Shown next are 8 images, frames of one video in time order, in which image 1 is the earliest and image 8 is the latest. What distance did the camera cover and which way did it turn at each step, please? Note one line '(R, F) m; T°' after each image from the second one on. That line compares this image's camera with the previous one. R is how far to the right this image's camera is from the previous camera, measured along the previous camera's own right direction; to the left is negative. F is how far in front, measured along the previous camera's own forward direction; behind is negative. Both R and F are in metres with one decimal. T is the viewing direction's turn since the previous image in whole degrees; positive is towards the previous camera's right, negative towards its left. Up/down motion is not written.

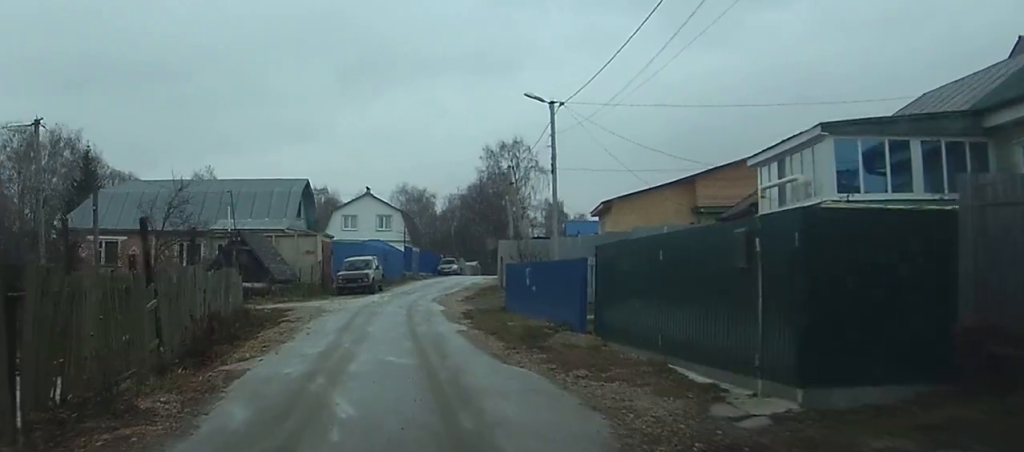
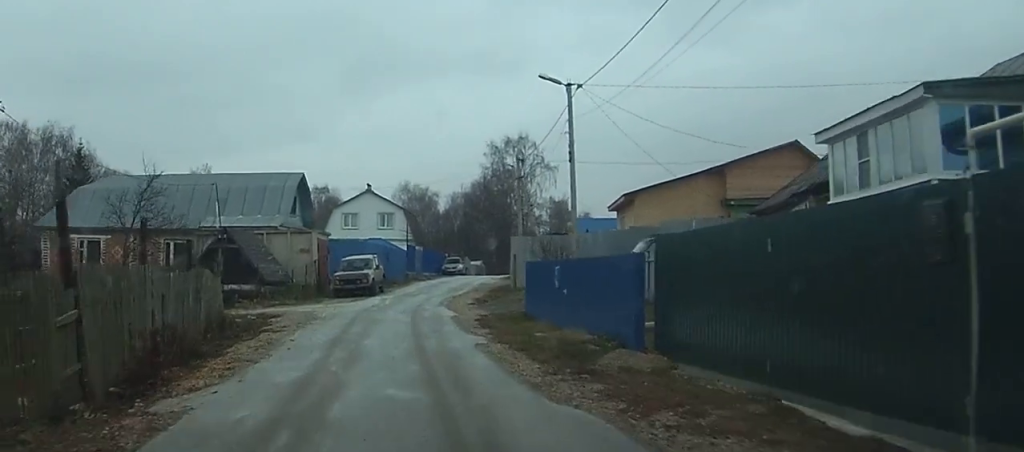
(0.0, +3.4) m; 0°
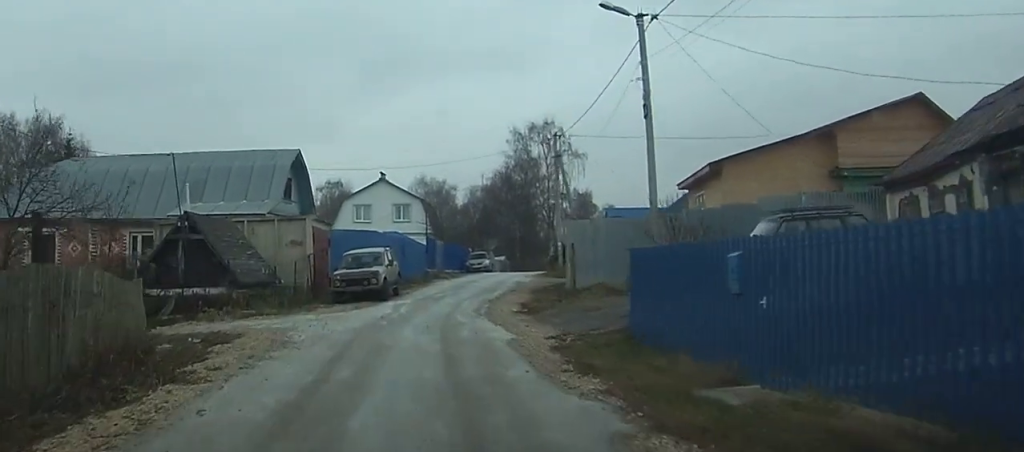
(0.0, +8.4) m; -2°
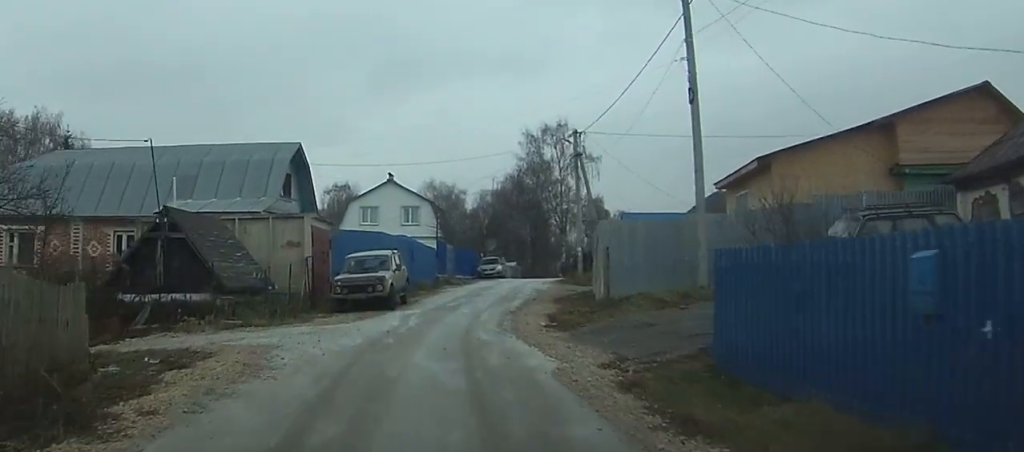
(-0.1, +3.1) m; -1°
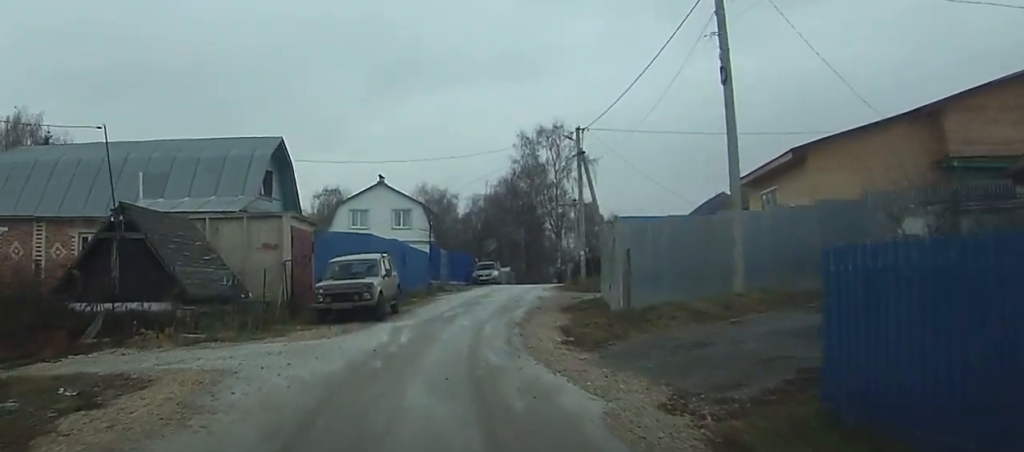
(-0.1, +2.9) m; -1°
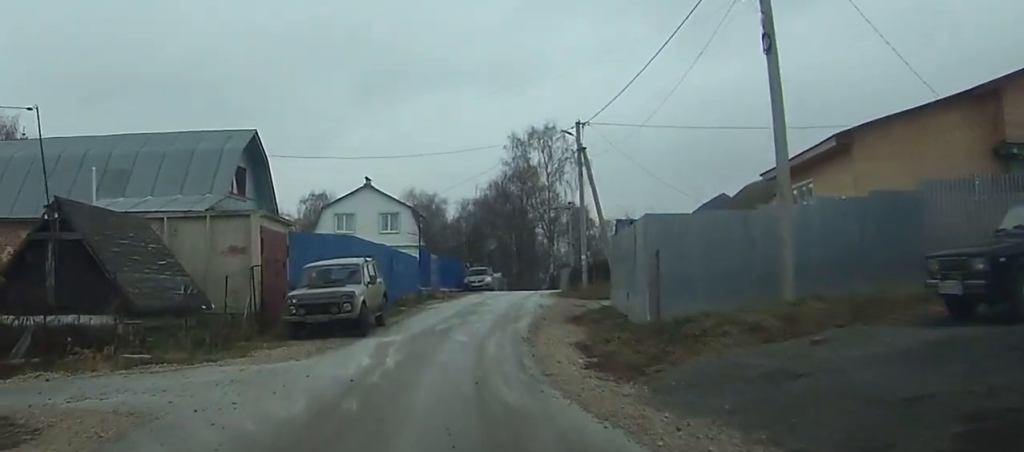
(0.0, +3.1) m; +1°
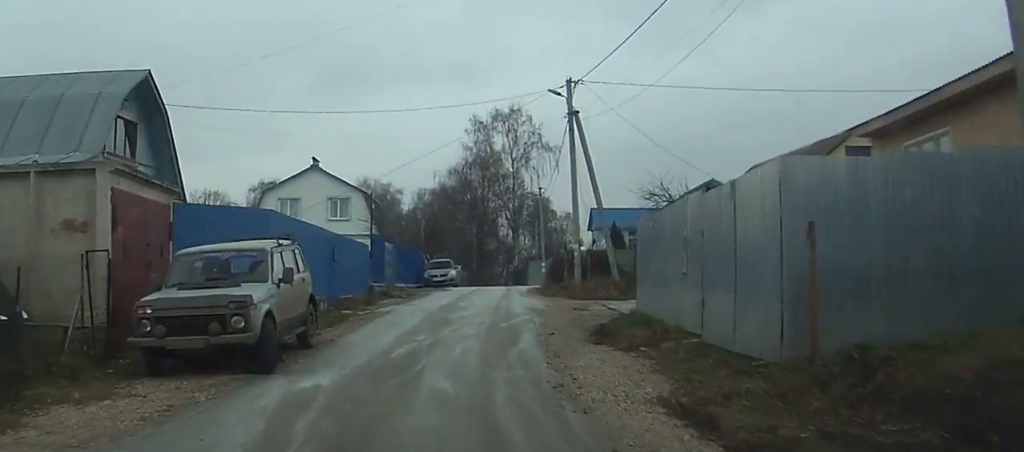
(+0.2, +7.7) m; +2°
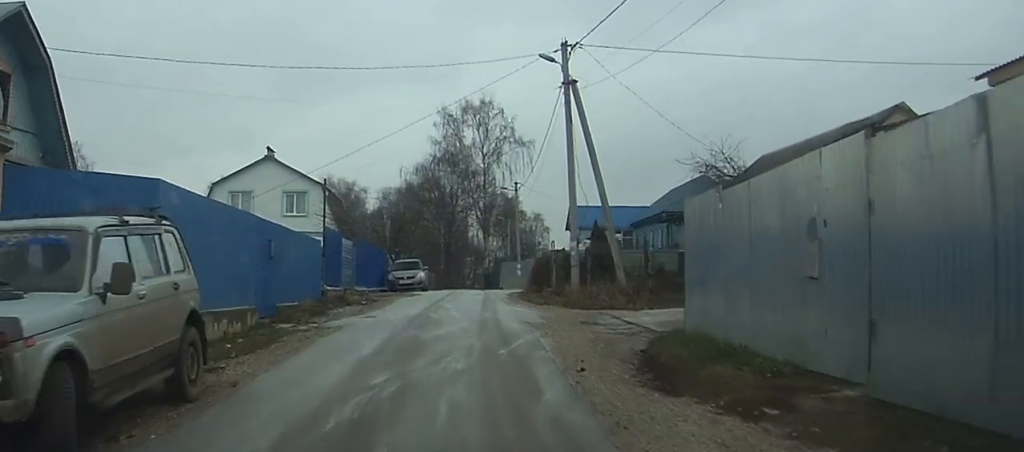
(+0.1, +5.5) m; +1°
